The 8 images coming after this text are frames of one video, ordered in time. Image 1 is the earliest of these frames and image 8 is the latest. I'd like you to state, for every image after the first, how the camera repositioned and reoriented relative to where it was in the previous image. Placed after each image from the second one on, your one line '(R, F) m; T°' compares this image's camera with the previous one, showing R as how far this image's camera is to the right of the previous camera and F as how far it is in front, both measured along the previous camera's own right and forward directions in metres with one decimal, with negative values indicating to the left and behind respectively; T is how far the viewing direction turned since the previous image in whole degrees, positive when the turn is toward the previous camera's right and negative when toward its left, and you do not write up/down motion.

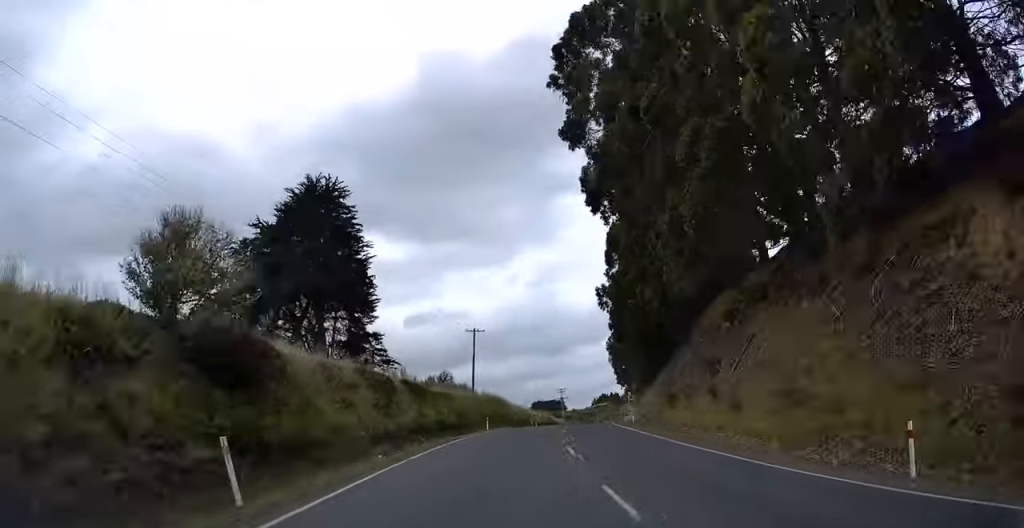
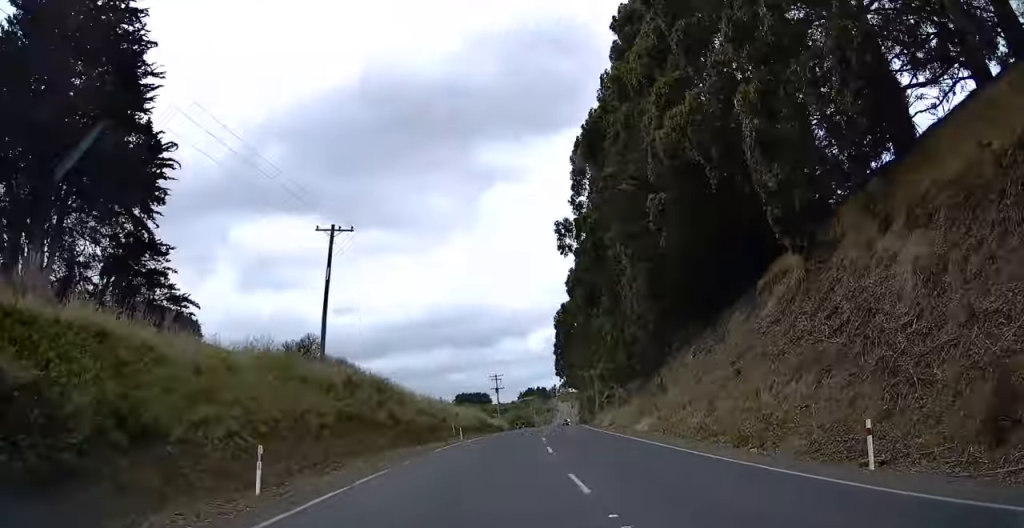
(+1.4, +39.4) m; +5°
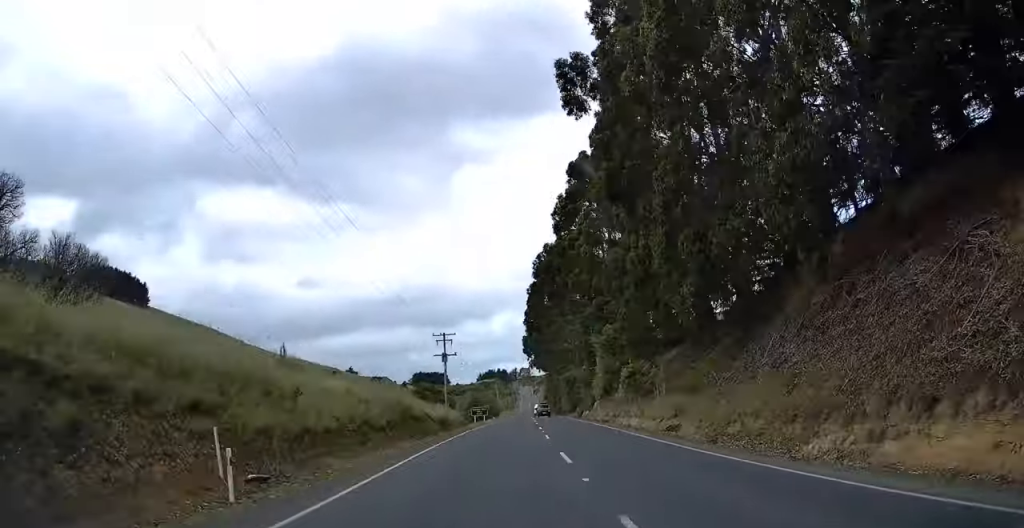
(+1.5, +36.5) m; +3°
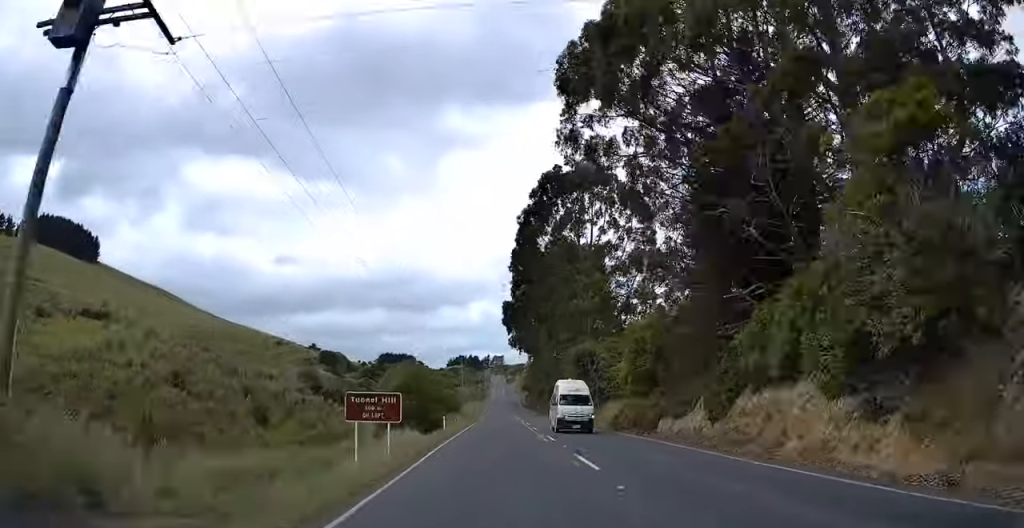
(+3.0, +52.0) m; +3°
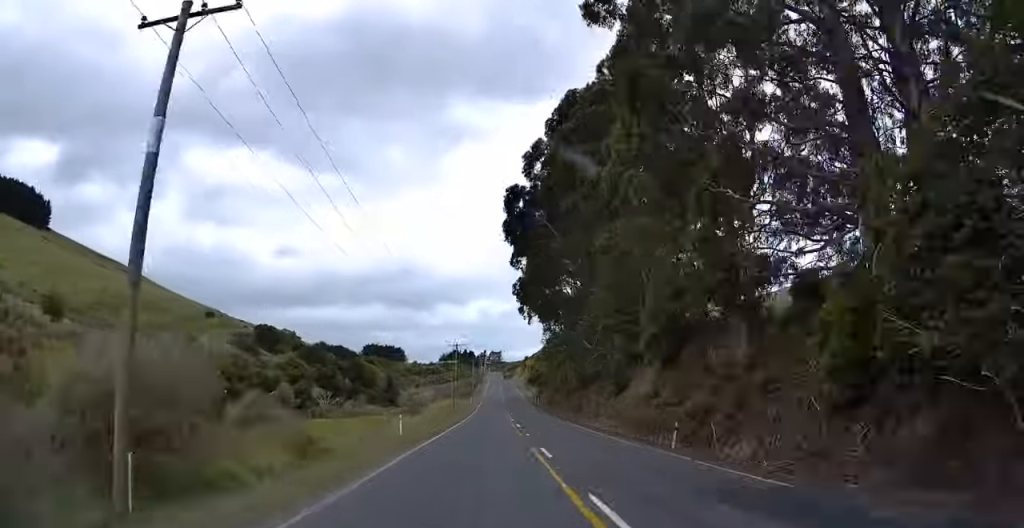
(+2.1, +76.6) m; +2°
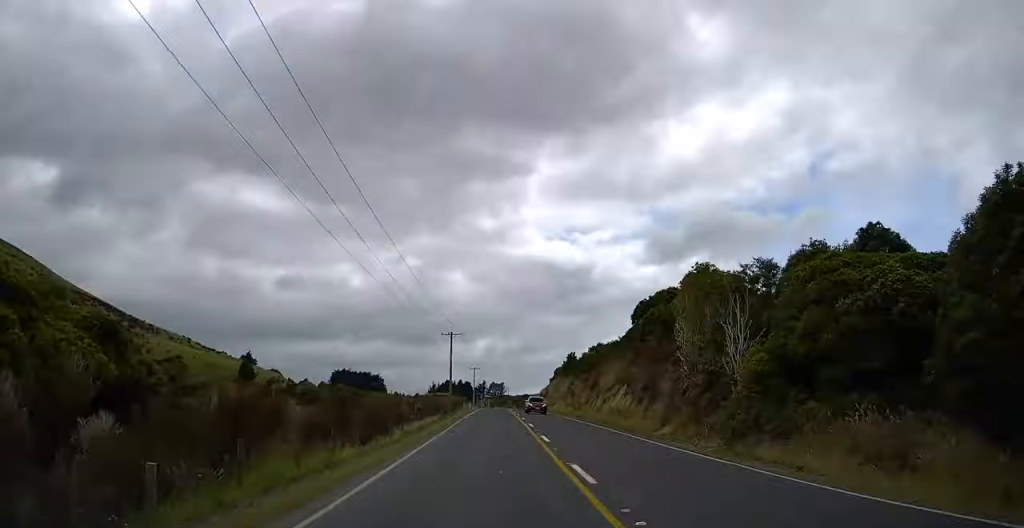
(+1.4, +148.7) m; 0°
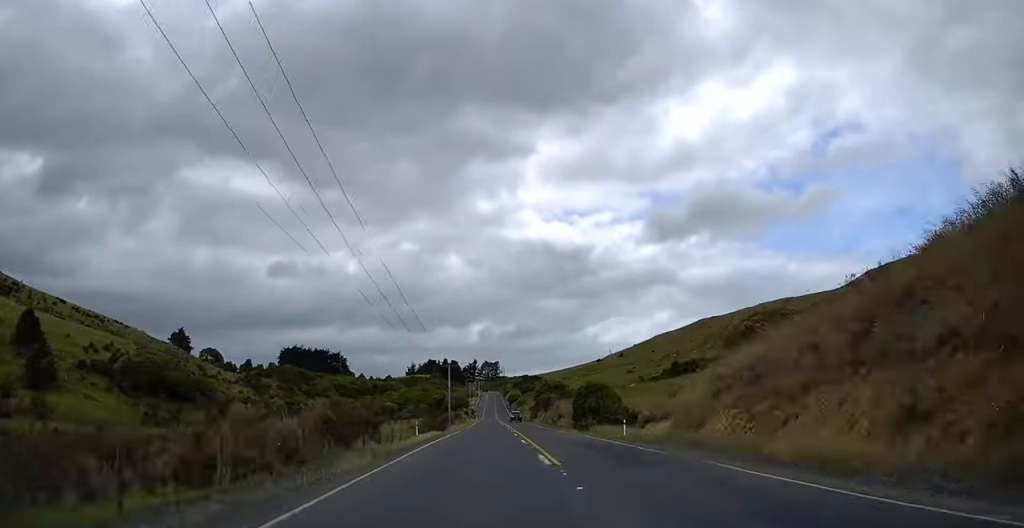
(-0.4, +129.4) m; 0°
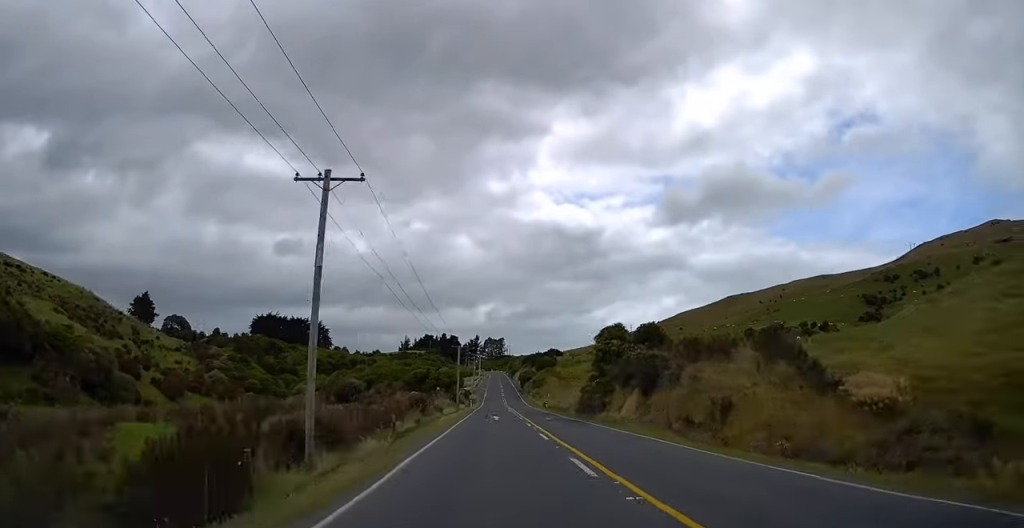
(0.0, +61.2) m; 0°
